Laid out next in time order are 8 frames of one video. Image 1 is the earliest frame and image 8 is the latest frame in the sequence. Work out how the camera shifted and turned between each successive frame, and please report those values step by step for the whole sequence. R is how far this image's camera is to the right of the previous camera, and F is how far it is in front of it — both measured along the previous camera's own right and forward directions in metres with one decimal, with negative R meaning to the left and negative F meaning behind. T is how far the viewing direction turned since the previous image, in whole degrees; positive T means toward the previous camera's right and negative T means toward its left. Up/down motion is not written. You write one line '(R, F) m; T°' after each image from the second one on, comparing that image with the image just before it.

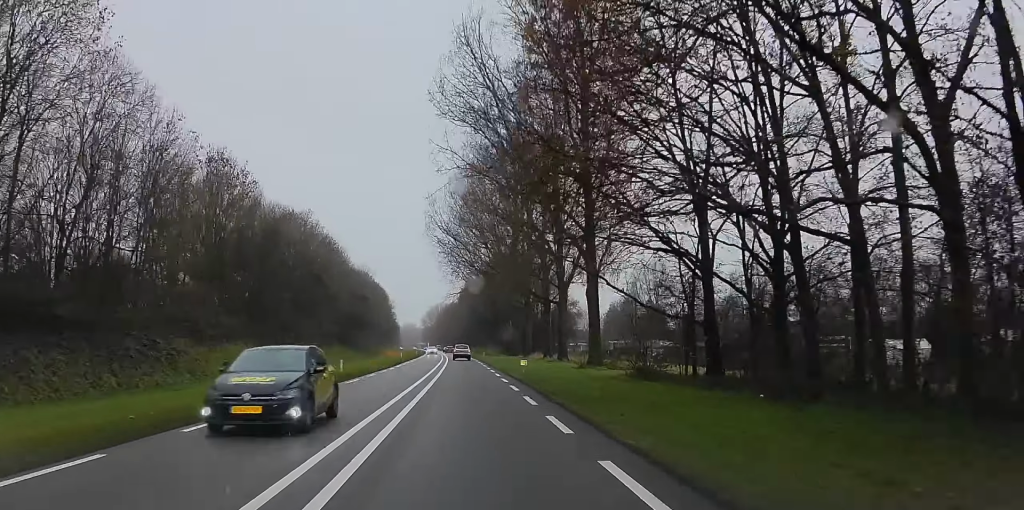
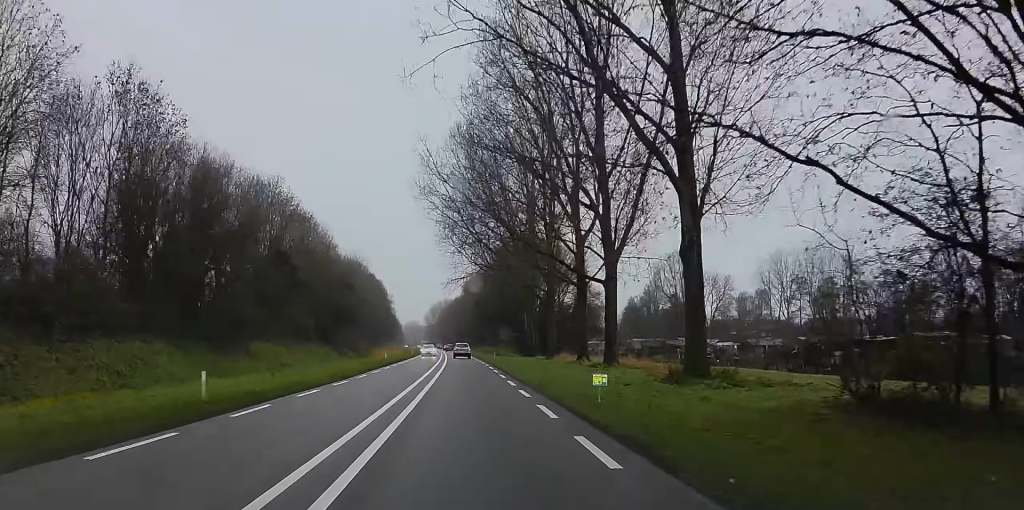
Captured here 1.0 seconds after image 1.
(-1.1, +21.3) m; -3°
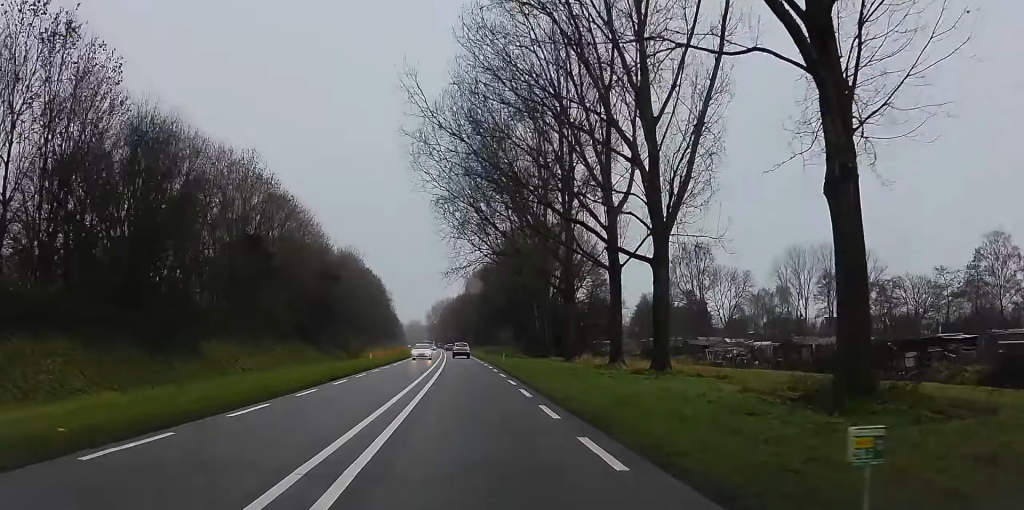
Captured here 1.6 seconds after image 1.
(0.0, +11.9) m; 0°
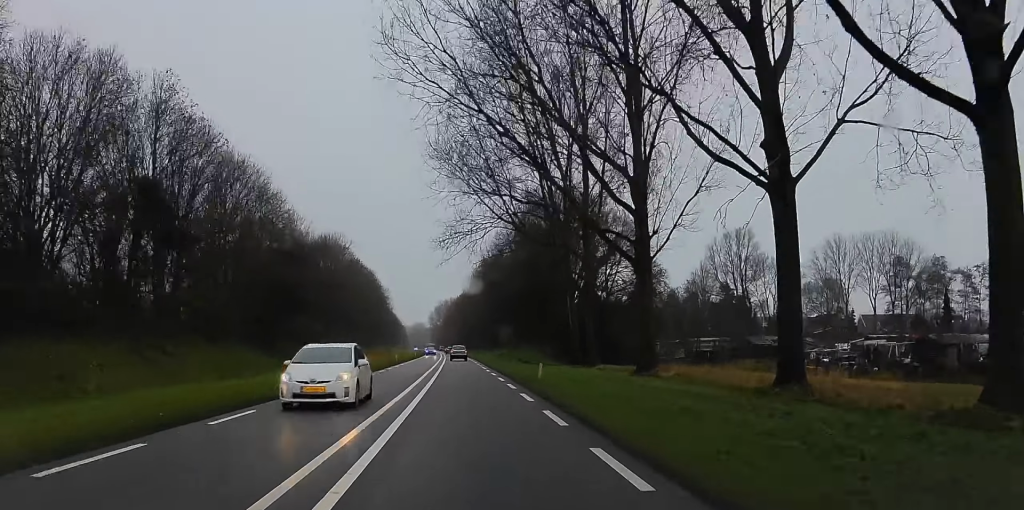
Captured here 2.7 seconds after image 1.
(-0.1, +24.9) m; +3°
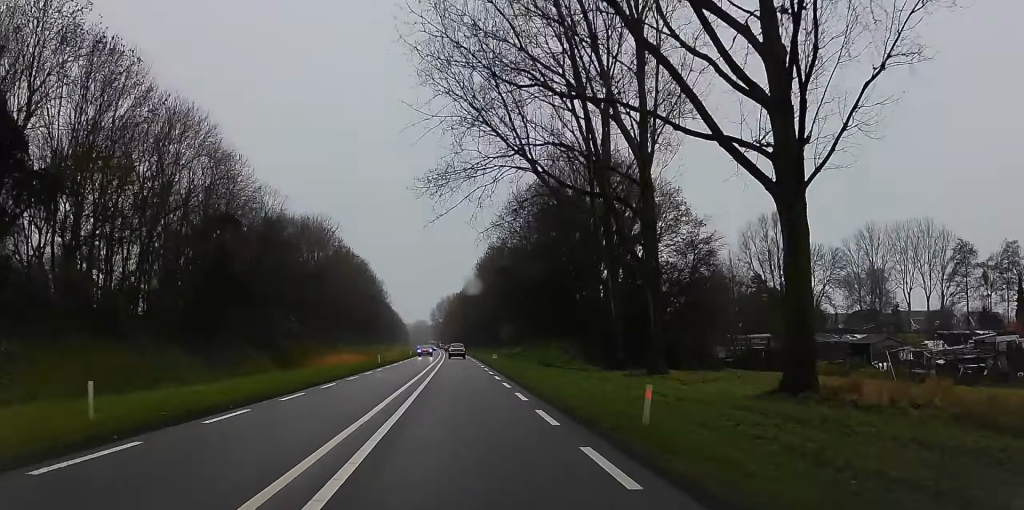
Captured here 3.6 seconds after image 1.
(+1.0, +18.2) m; +1°
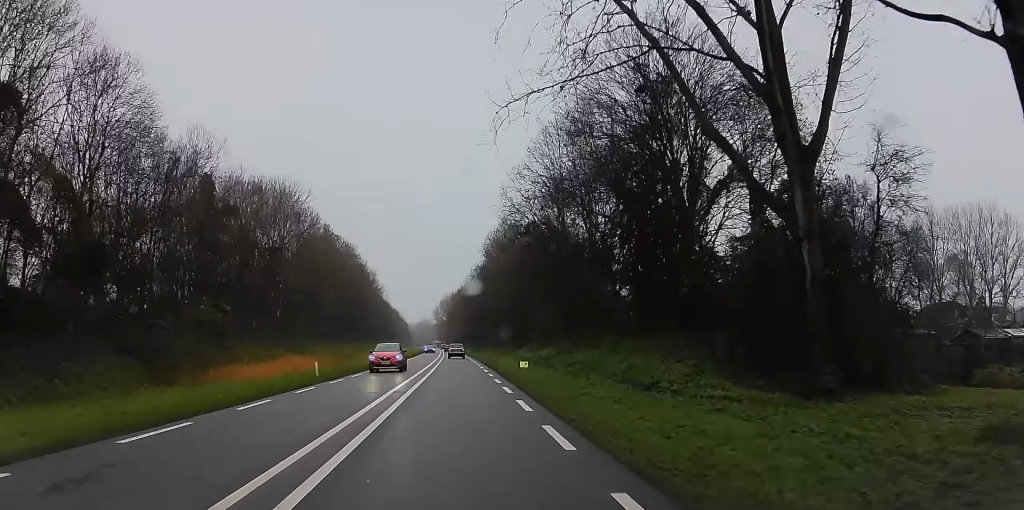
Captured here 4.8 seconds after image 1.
(-1.0, +28.1) m; -4°
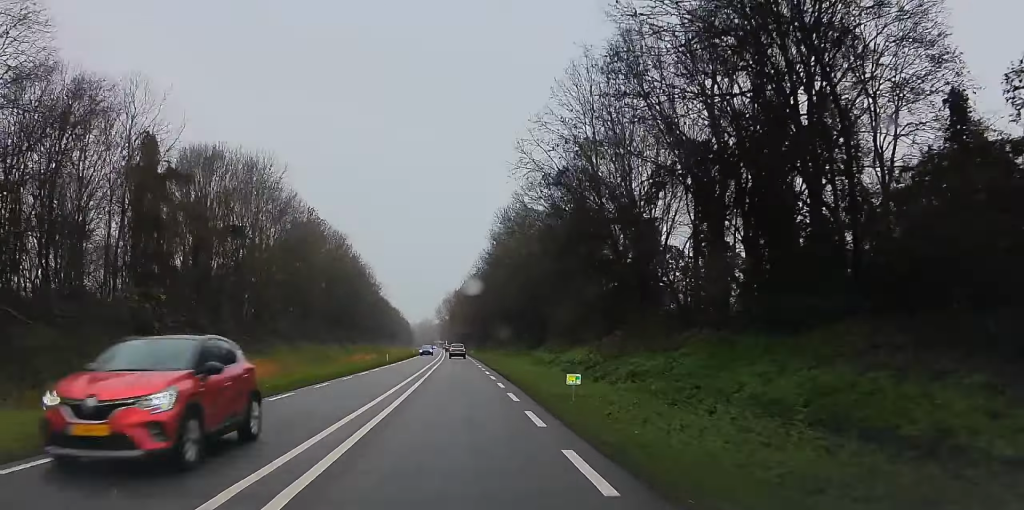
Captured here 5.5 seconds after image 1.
(-0.1, +15.2) m; -1°
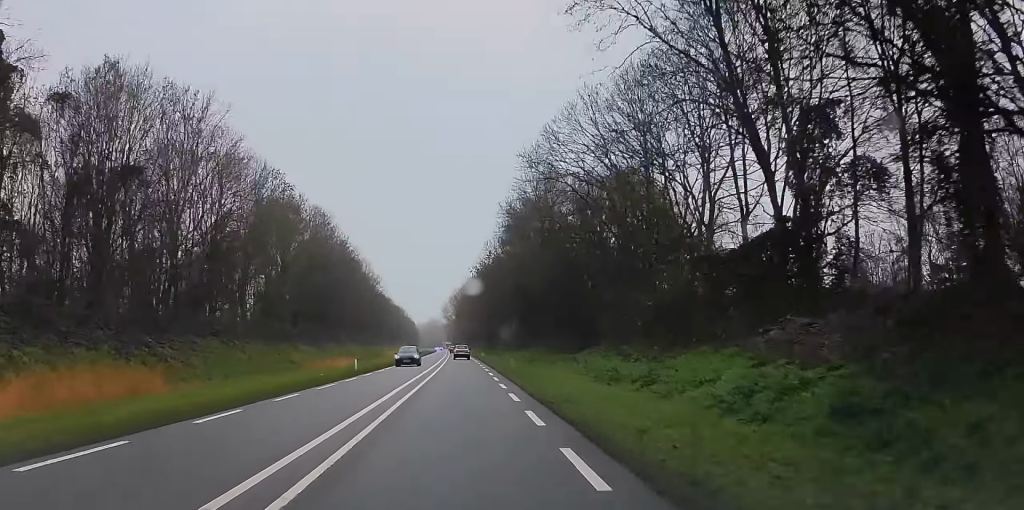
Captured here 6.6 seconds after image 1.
(0.0, +24.4) m; 0°
